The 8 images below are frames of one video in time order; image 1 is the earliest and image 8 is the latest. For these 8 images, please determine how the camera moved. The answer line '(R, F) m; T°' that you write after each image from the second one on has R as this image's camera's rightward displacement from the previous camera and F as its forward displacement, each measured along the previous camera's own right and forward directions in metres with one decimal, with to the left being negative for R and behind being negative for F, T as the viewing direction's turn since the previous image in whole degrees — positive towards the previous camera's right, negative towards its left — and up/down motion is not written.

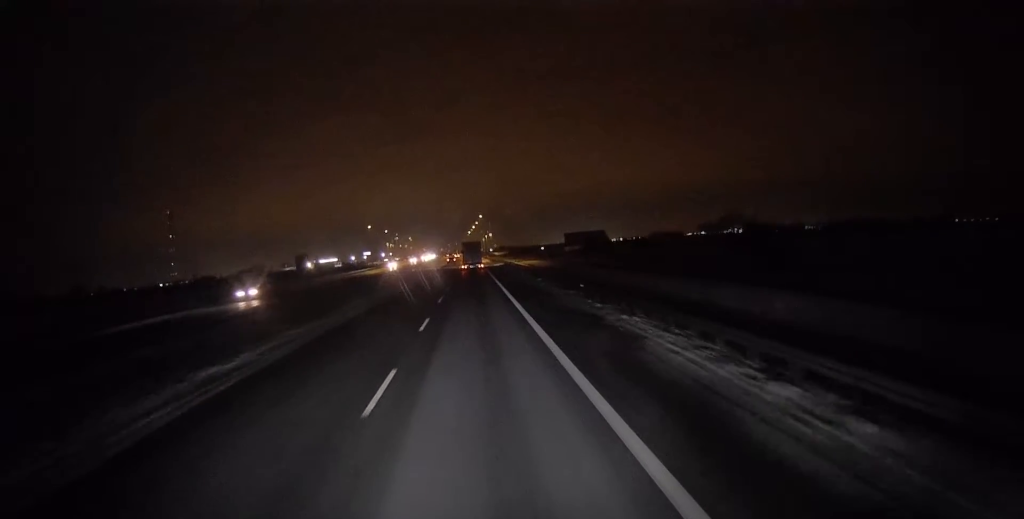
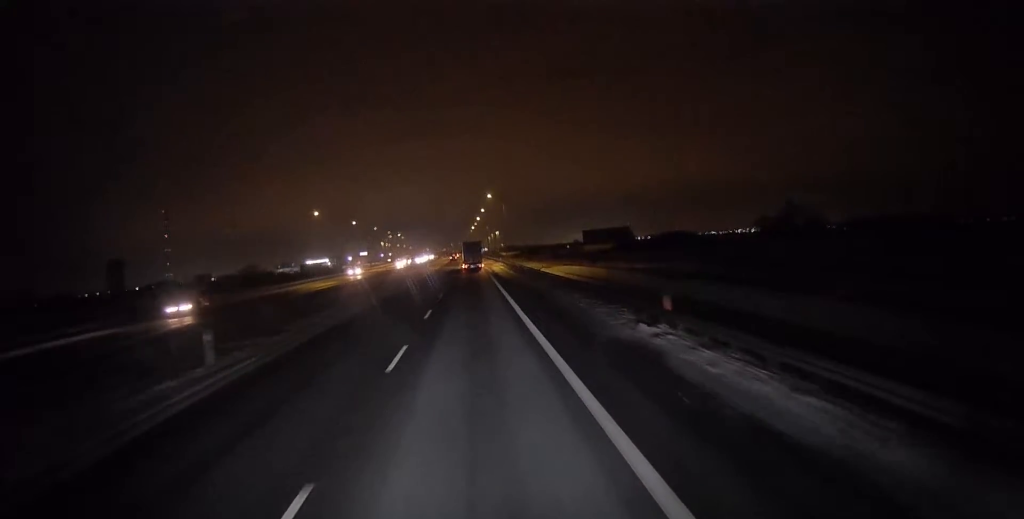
(-0.2, +67.2) m; 0°
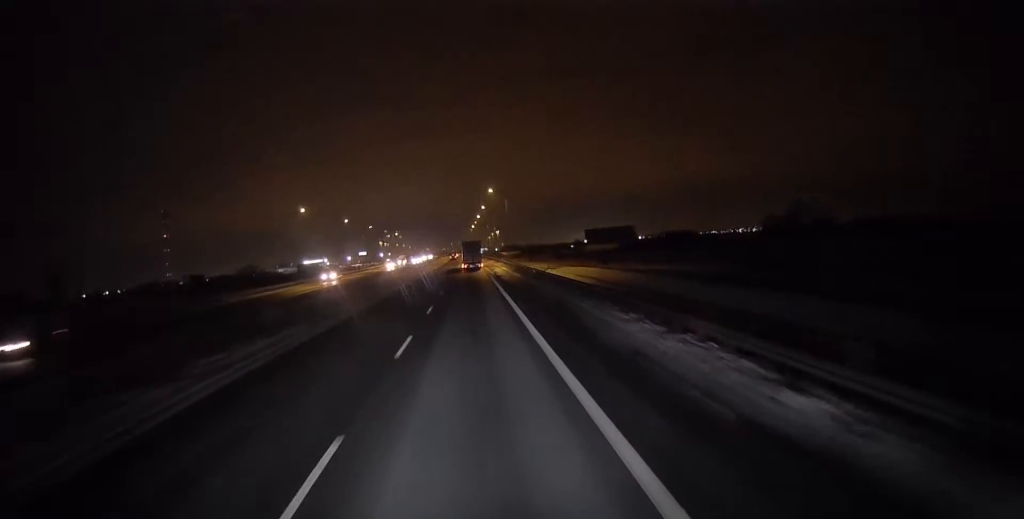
(0.0, +10.0) m; 0°
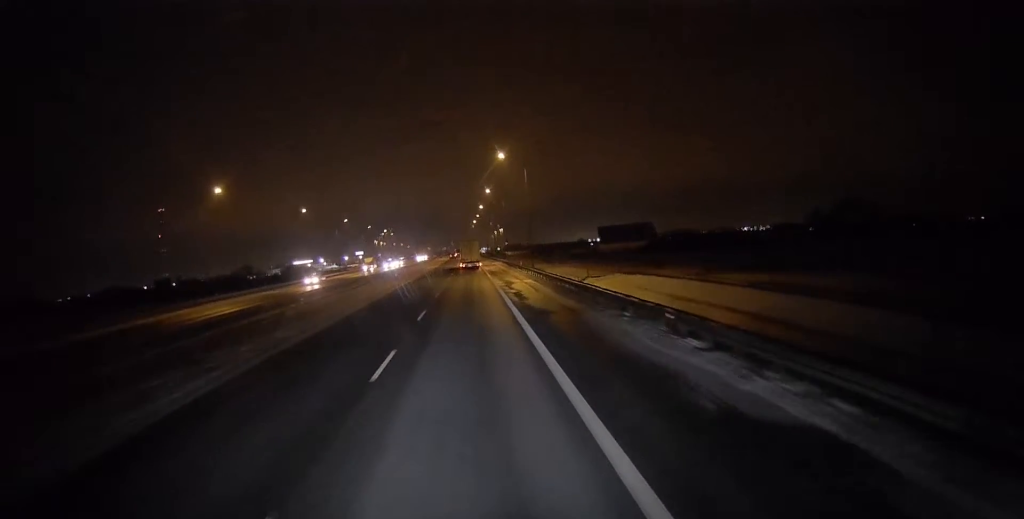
(+0.1, +37.7) m; 0°
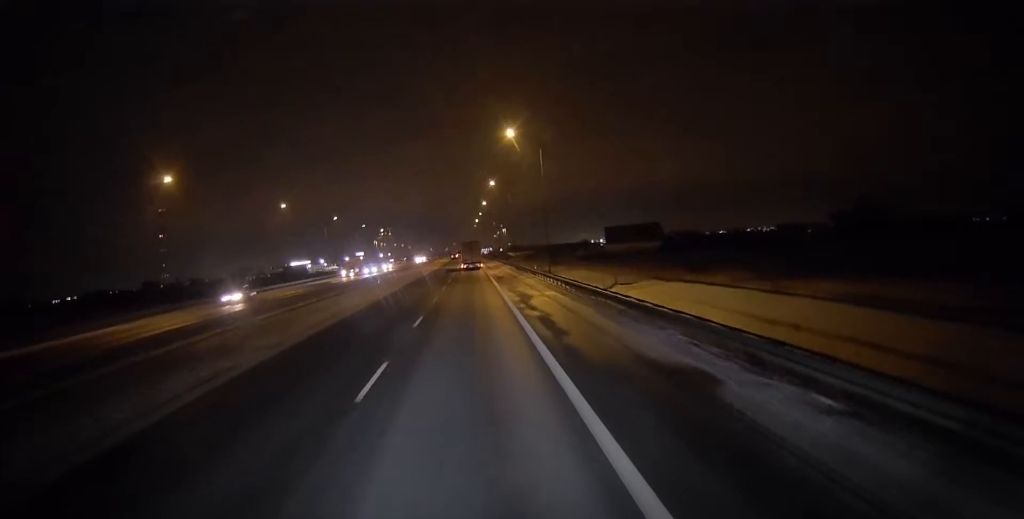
(0.0, +12.9) m; 0°
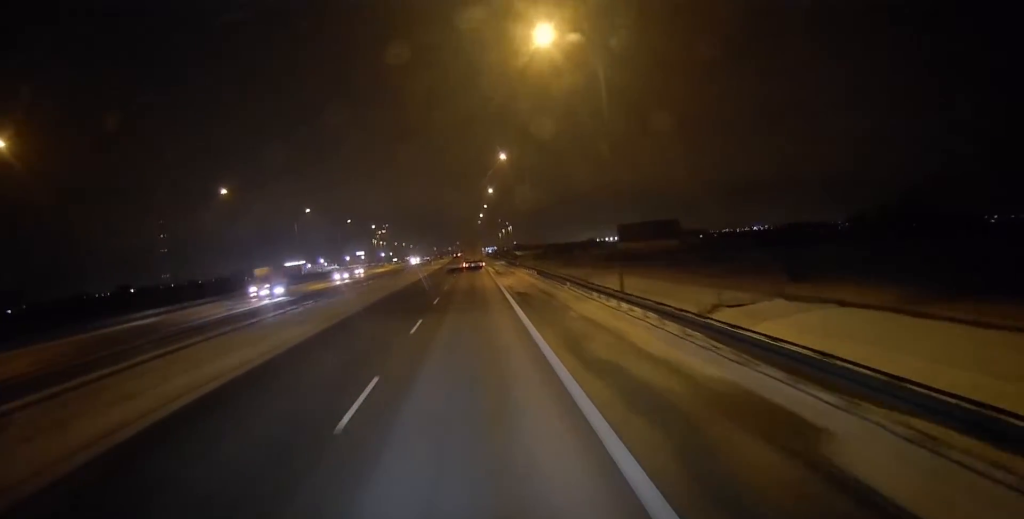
(0.0, +25.7) m; 0°
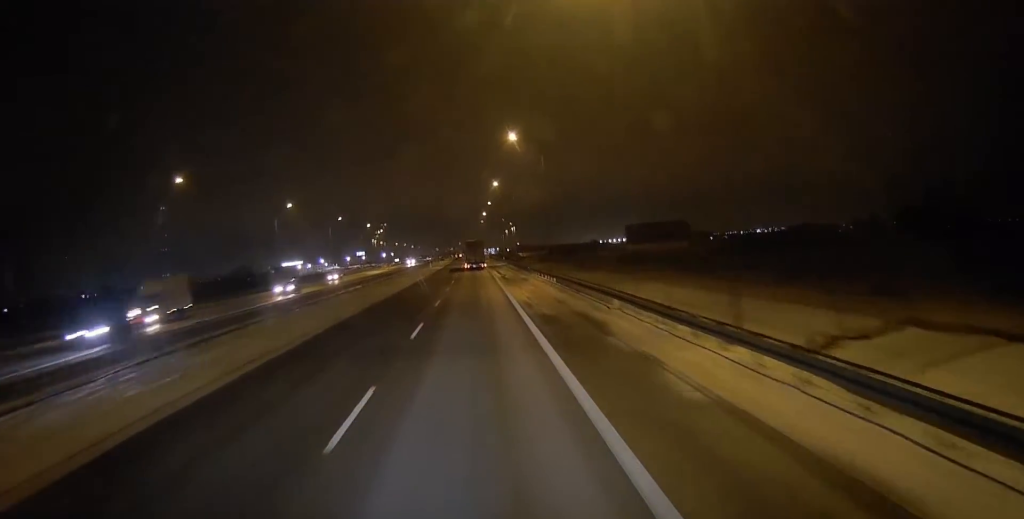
(0.0, +12.8) m; 0°
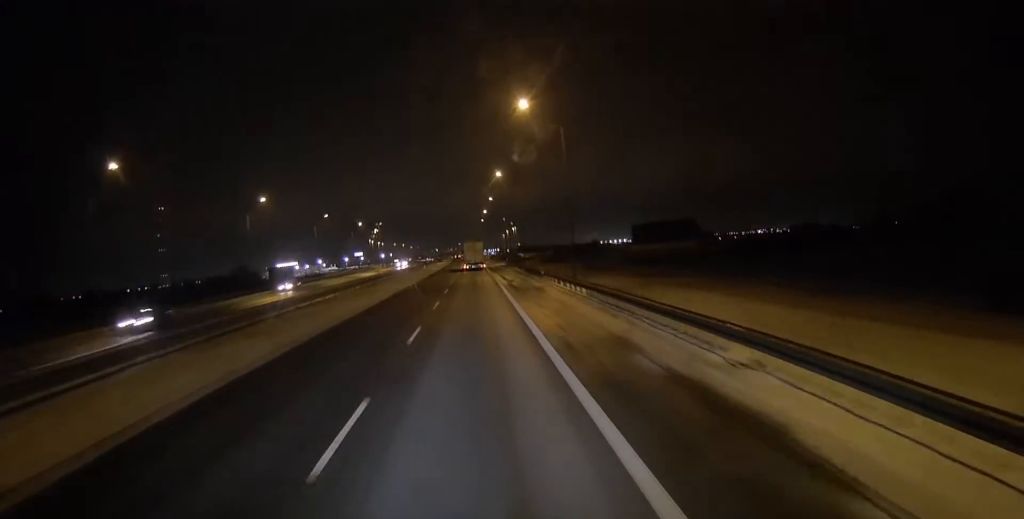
(0.0, +12.9) m; 0°
